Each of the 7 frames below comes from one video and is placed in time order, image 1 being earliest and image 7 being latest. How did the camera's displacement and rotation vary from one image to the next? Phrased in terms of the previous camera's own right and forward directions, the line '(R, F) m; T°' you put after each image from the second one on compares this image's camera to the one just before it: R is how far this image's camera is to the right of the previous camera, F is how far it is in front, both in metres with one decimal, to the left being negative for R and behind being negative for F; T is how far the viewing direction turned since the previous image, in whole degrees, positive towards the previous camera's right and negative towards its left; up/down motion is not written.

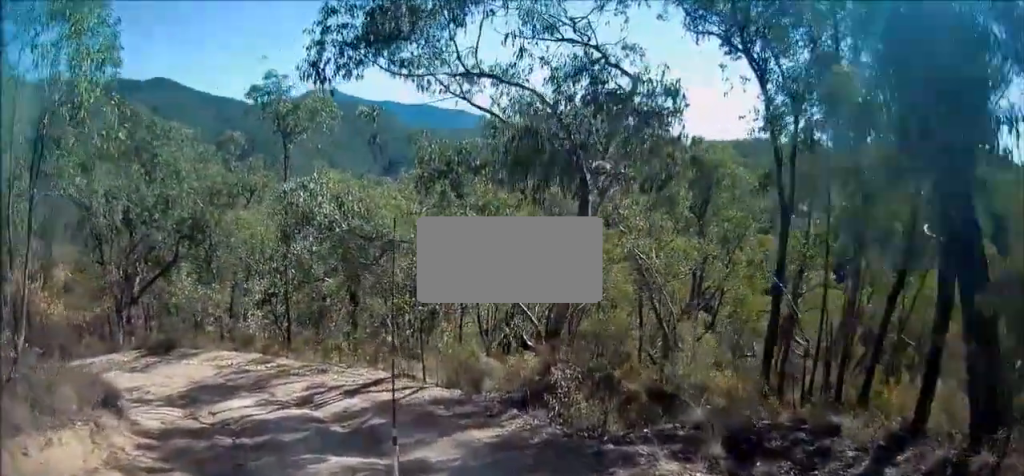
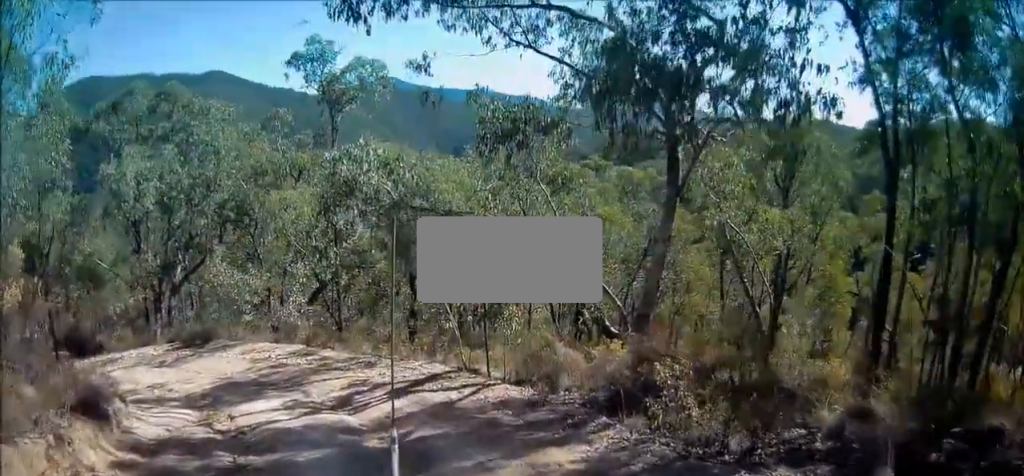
(-0.1, +2.0) m; -6°
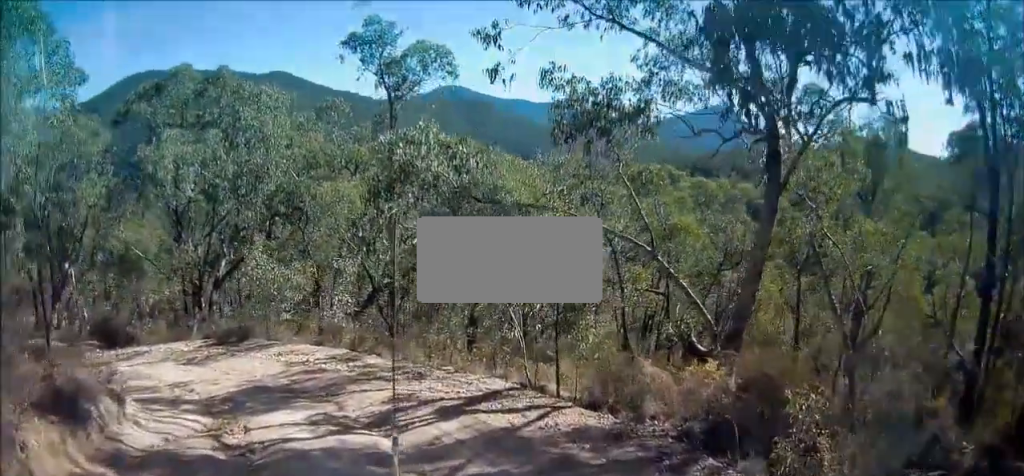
(0.0, +1.6) m; -5°
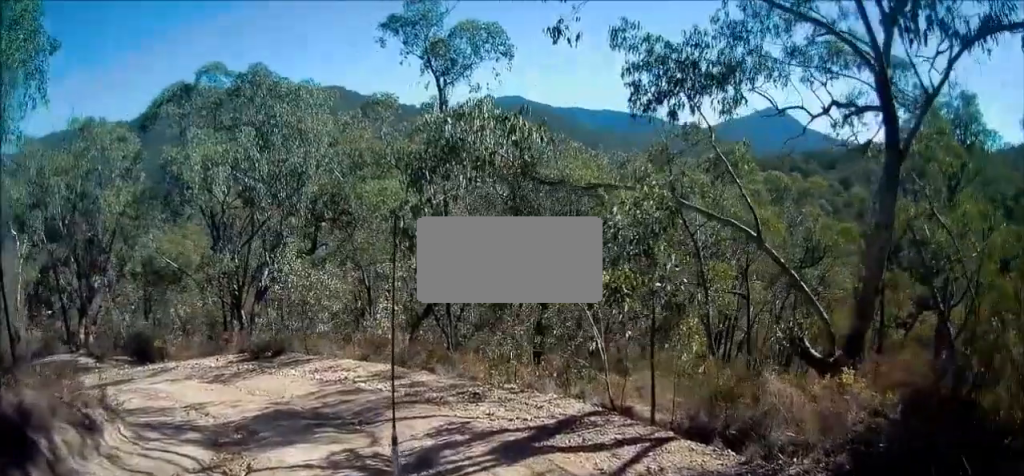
(-0.1, +2.1) m; -6°
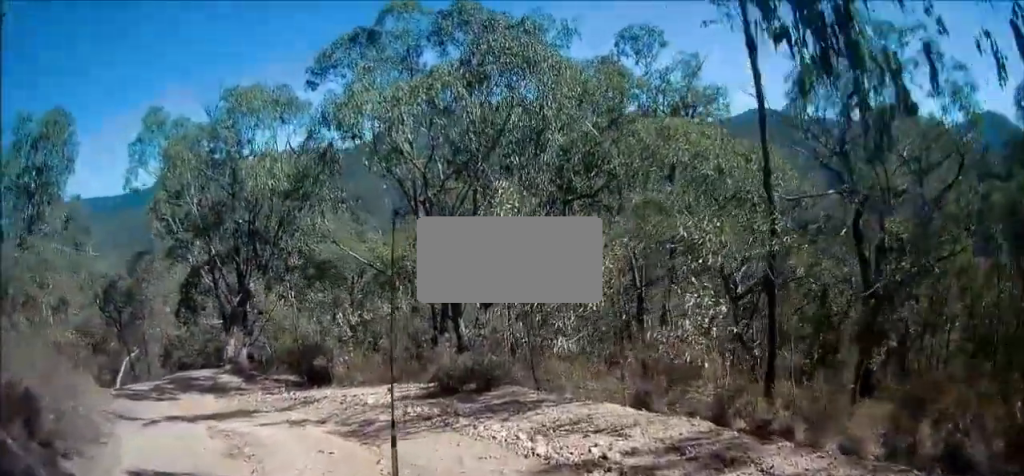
(-1.7, +6.6) m; -33°
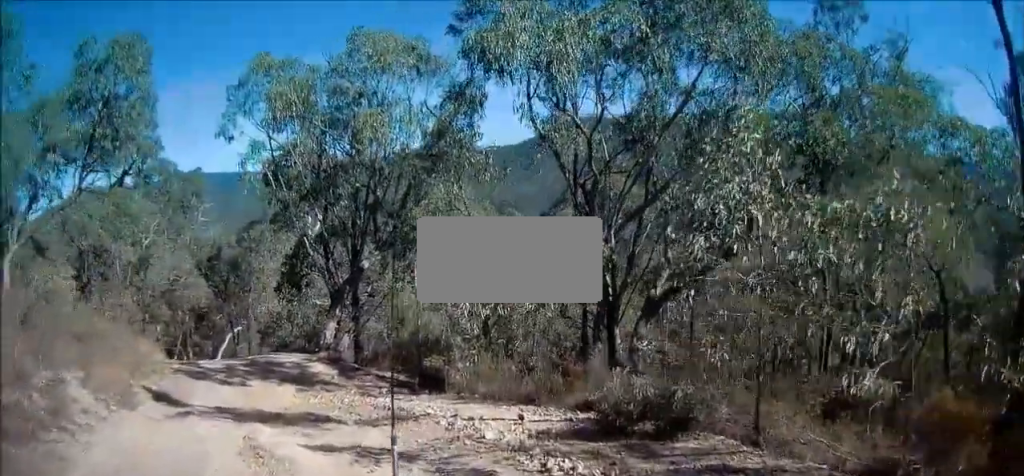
(-0.5, +3.5) m; -4°
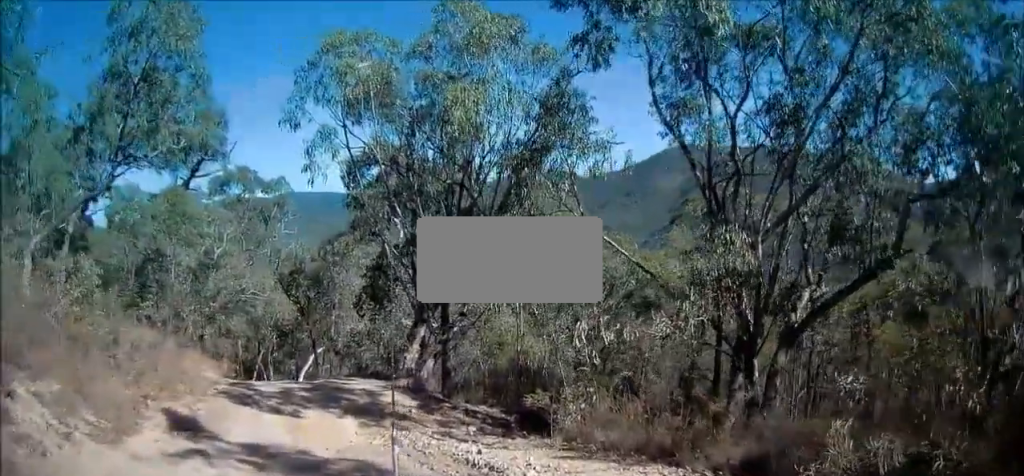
(+0.3, +3.1) m; +3°
